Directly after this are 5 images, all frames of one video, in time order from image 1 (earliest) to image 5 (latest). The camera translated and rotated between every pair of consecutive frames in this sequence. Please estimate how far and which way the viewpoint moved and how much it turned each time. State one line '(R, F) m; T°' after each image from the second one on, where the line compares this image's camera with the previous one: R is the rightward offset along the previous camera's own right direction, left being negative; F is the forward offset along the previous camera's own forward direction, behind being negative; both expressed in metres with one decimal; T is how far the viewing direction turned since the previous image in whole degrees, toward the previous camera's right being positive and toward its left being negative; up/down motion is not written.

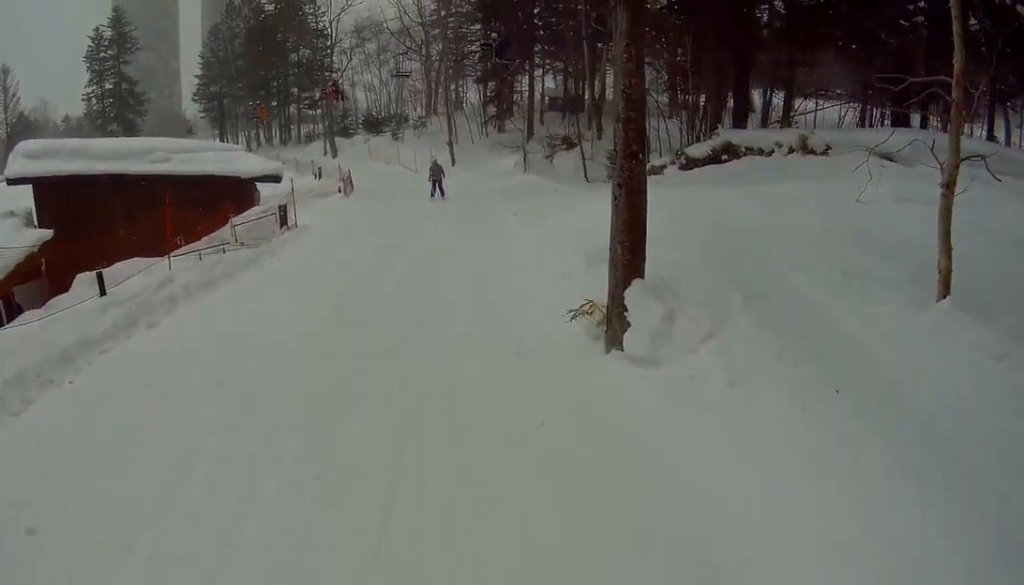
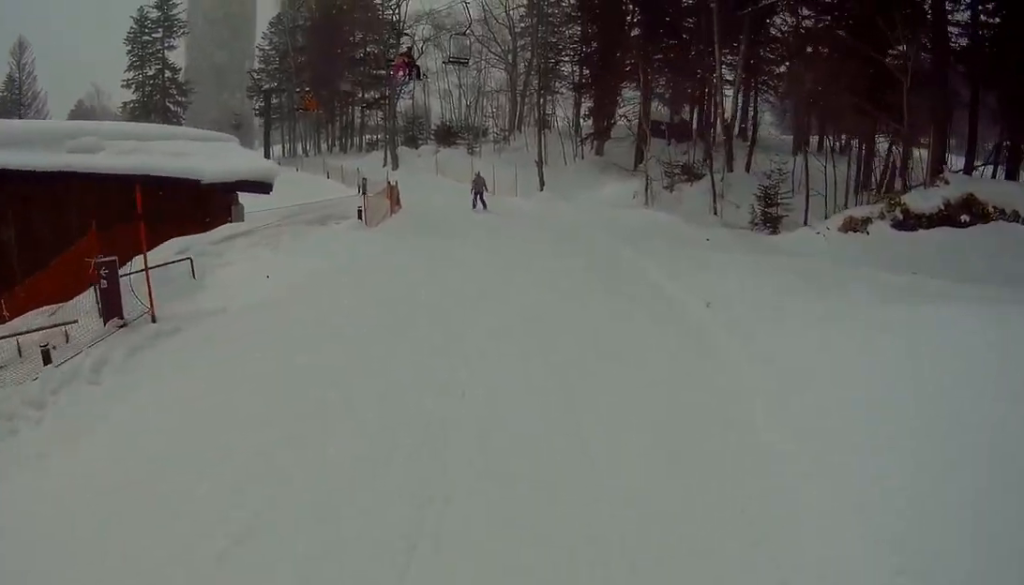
(-1.5, +11.2) m; -10°
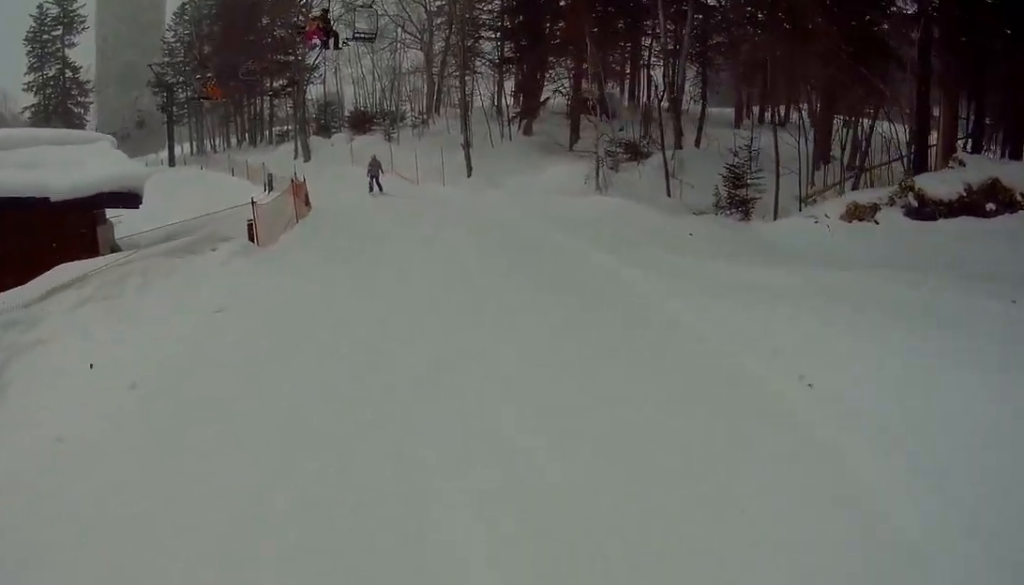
(-0.4, +3.8) m; +1°
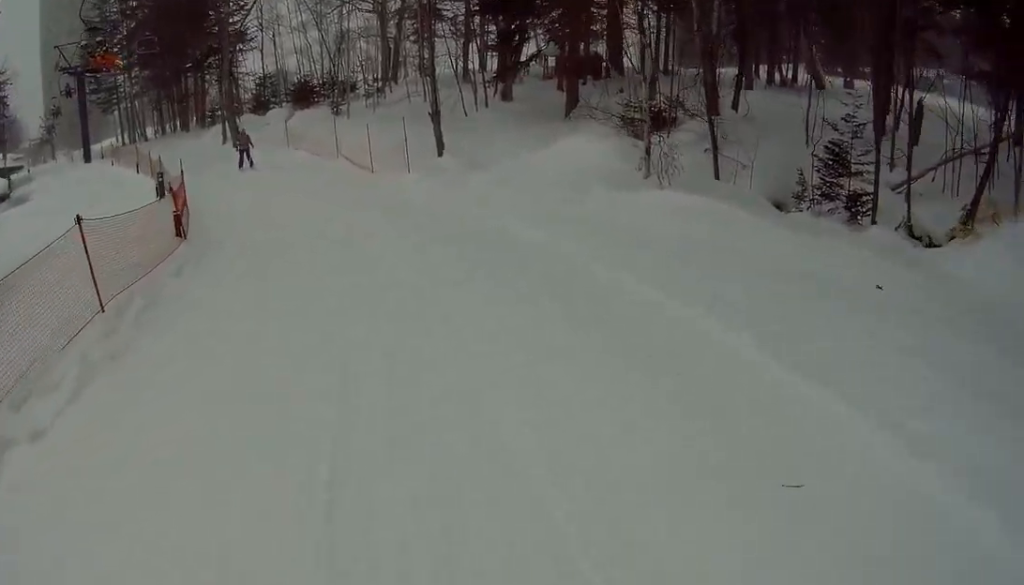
(+0.5, +8.2) m; +5°
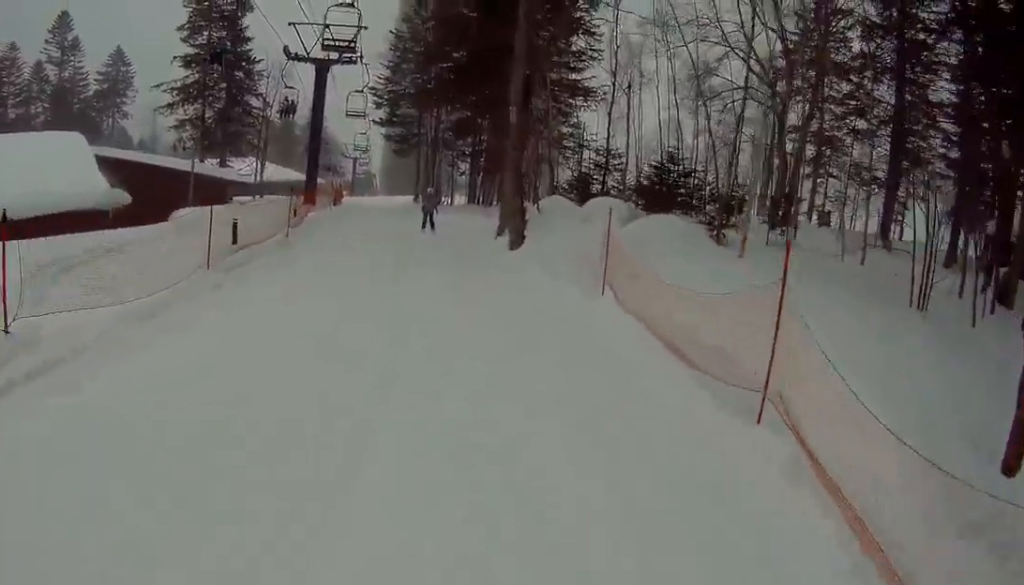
(-3.2, +17.0) m; -24°
